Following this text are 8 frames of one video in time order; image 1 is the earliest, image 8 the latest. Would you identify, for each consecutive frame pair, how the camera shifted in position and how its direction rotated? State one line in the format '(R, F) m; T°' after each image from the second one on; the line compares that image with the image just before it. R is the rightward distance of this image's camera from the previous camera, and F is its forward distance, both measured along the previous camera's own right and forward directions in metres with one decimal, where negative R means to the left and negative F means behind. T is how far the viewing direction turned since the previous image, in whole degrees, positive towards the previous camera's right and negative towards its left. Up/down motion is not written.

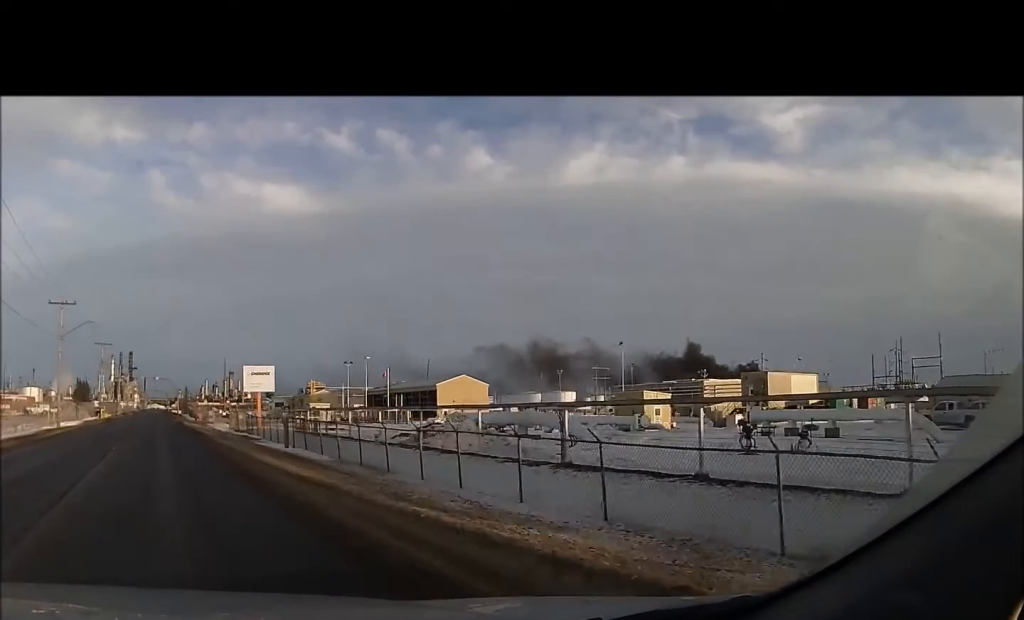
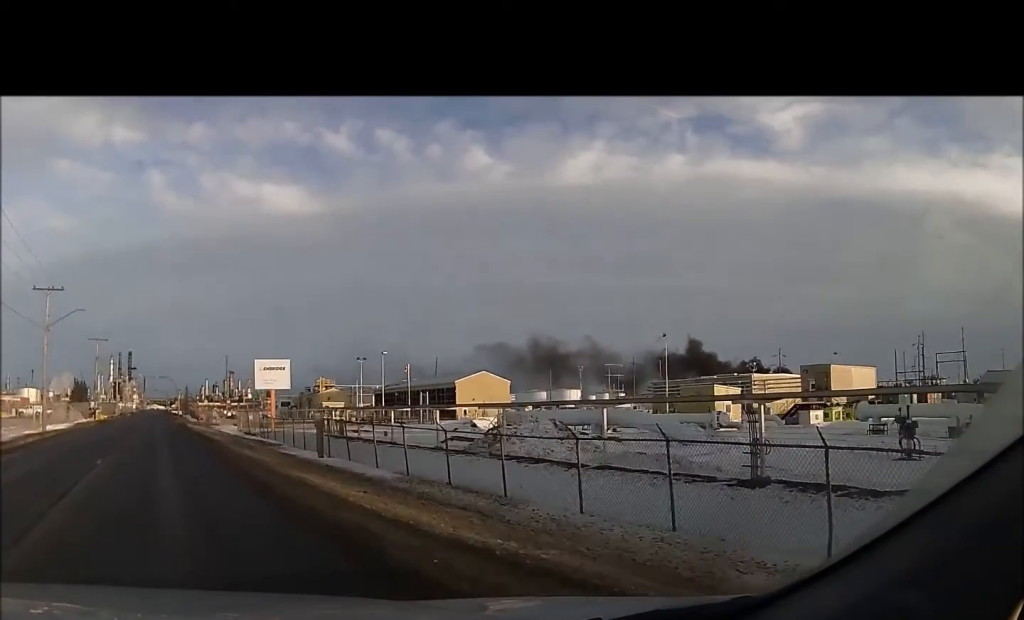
(0.0, +6.9) m; 0°
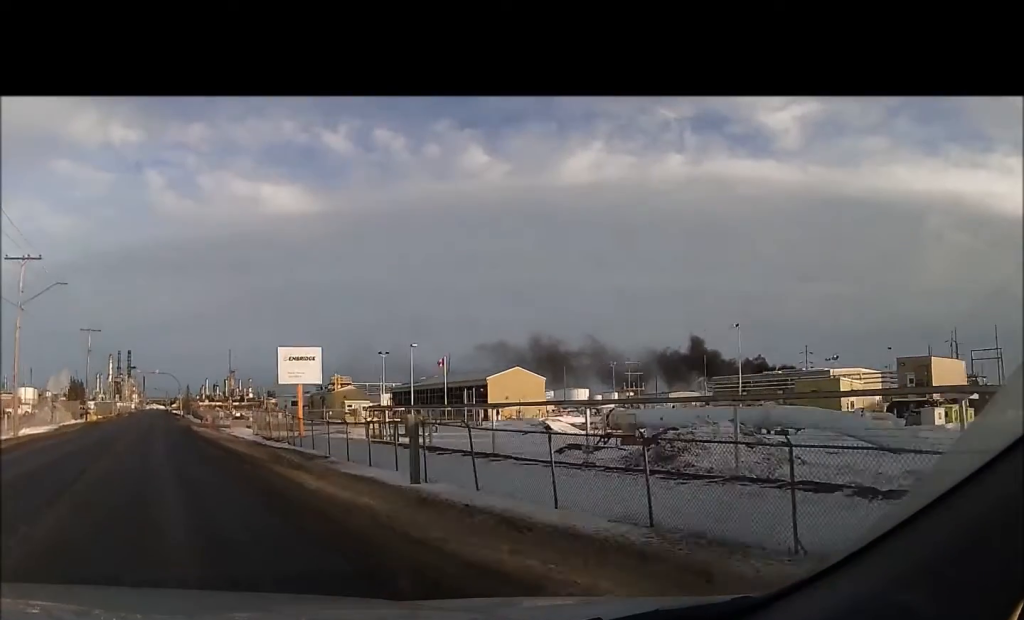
(0.0, +12.3) m; 0°
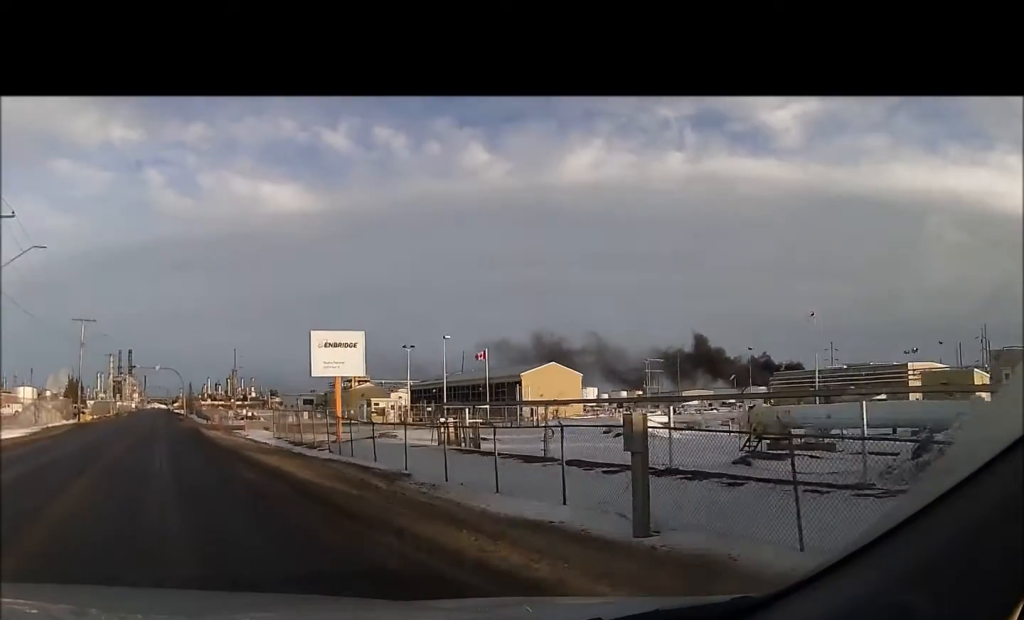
(0.0, +8.5) m; 0°
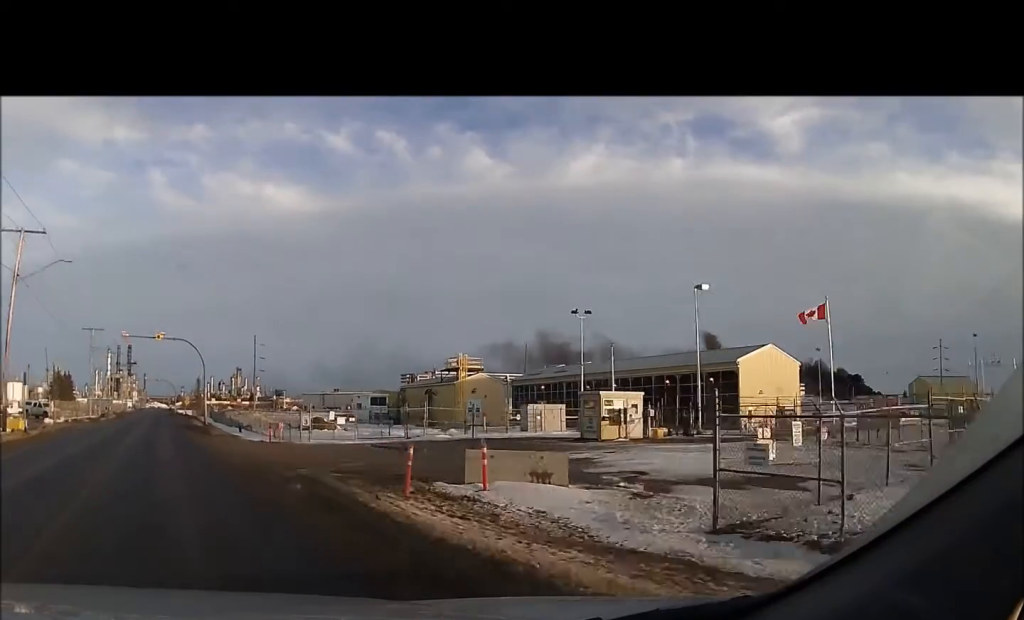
(+0.1, +39.1) m; +2°
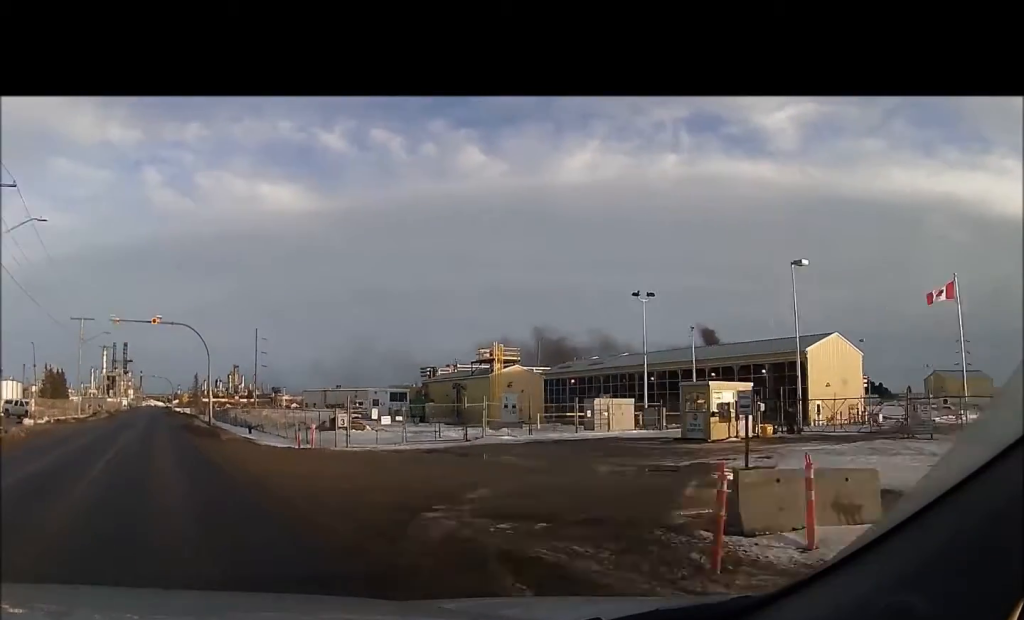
(+0.3, +8.6) m; 0°
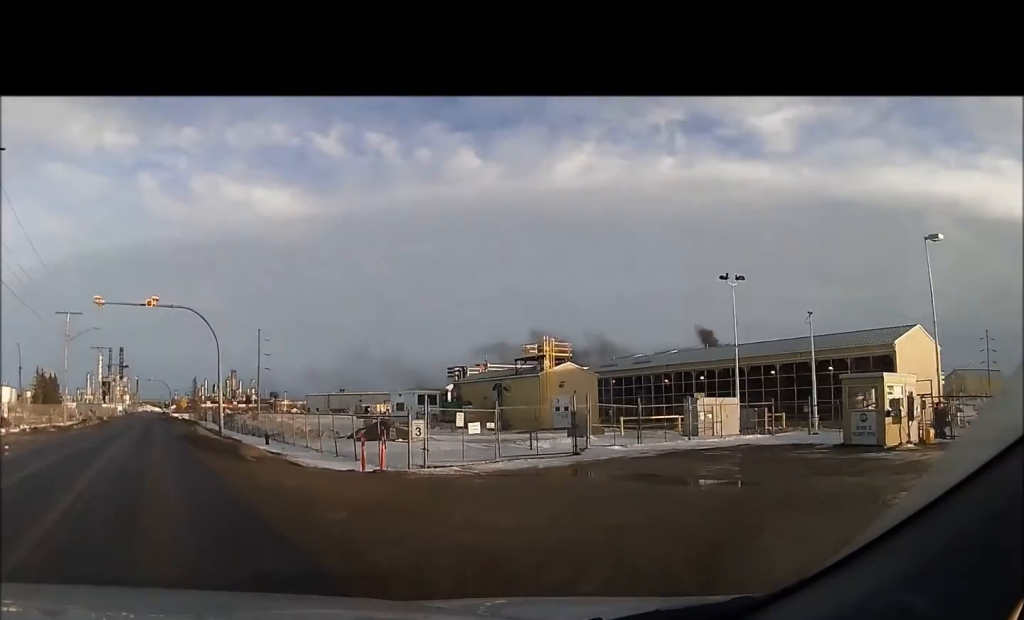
(0.0, +10.5) m; -1°
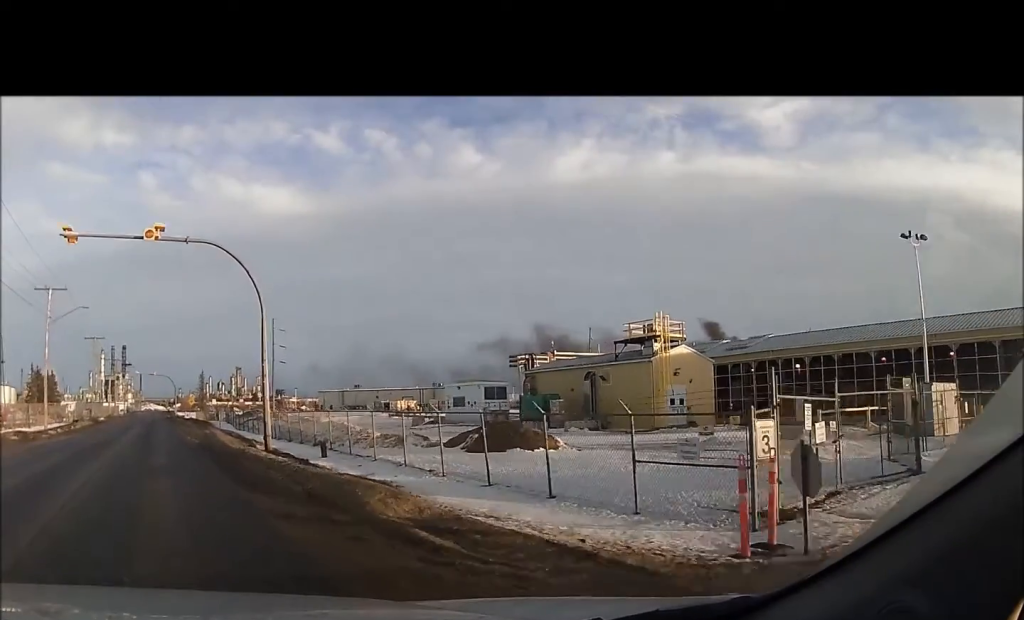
(-0.3, +14.2) m; -1°
